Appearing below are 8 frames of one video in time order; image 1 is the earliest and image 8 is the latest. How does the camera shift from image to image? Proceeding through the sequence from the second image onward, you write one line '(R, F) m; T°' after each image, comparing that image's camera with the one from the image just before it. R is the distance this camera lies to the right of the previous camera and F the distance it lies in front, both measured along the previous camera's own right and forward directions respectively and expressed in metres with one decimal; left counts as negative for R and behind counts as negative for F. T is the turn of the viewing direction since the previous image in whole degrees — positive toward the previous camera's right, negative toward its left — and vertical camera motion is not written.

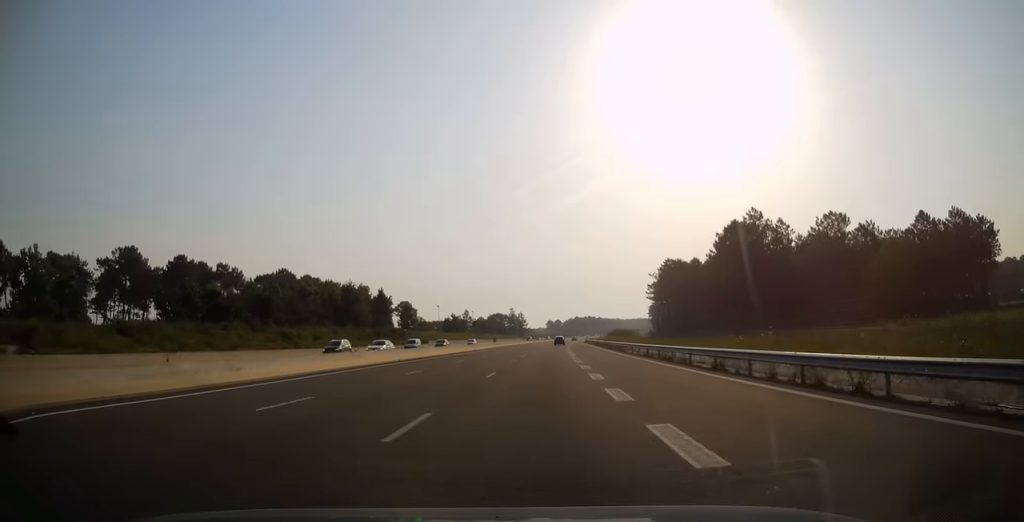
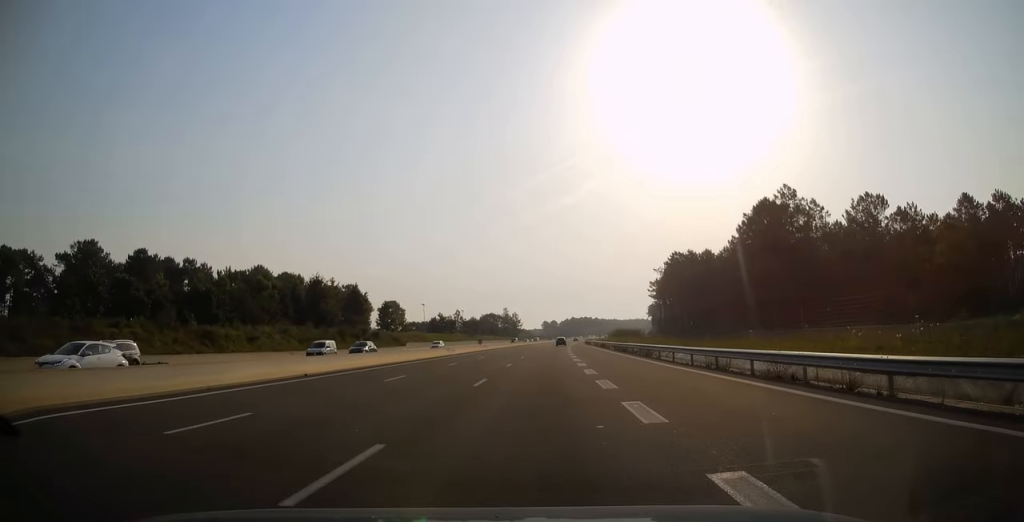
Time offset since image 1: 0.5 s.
(+0.2, +16.3) m; 0°
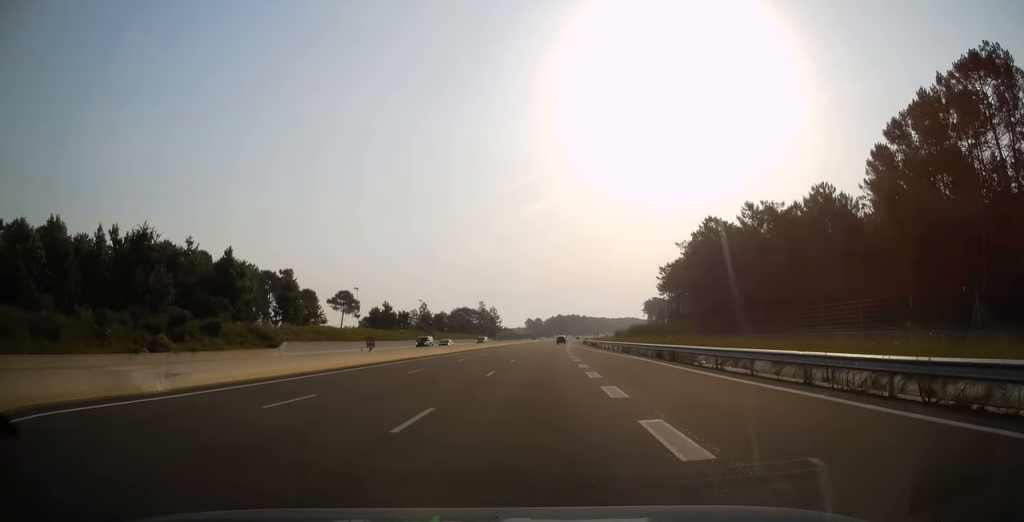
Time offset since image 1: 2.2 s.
(+0.6, +48.3) m; +2°
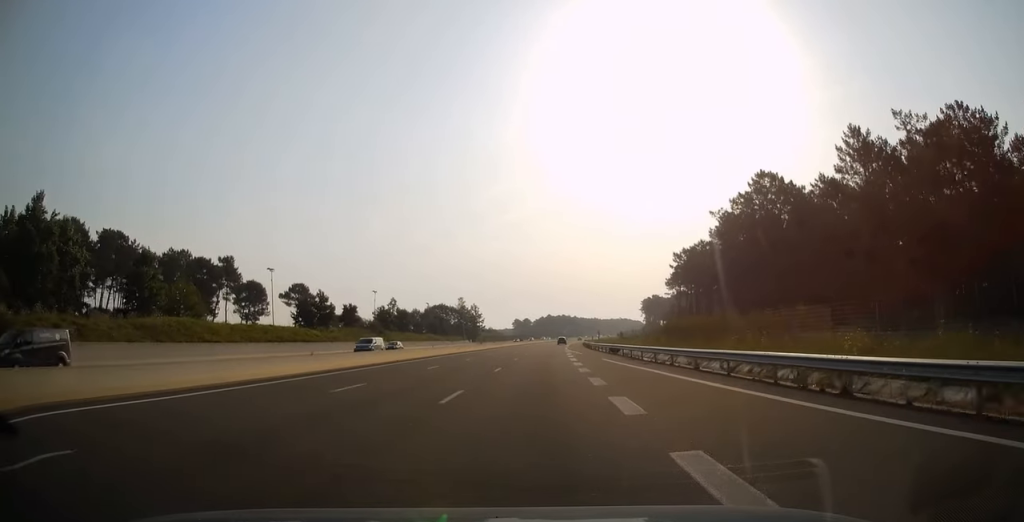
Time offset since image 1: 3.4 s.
(+0.3, +34.9) m; +1°
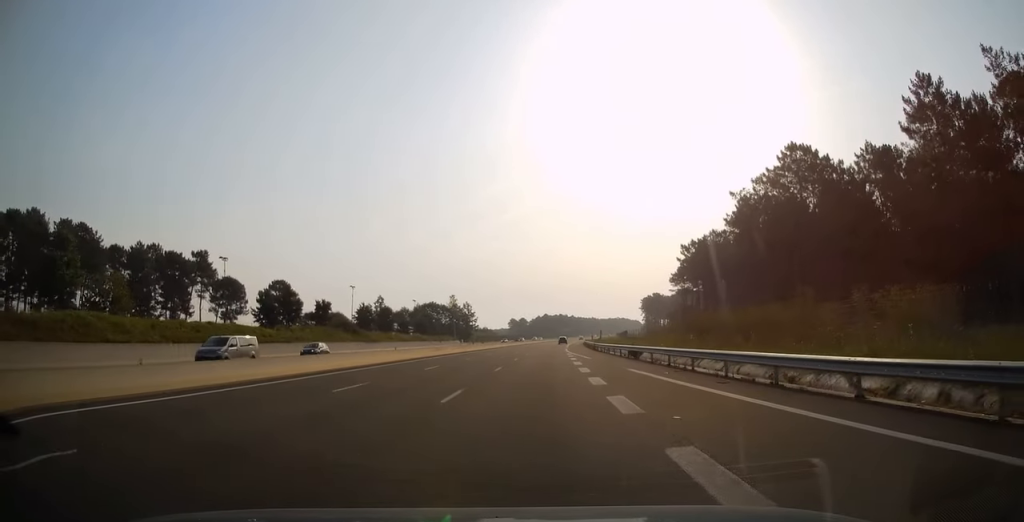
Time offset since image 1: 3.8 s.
(-0.1, +12.8) m; 0°
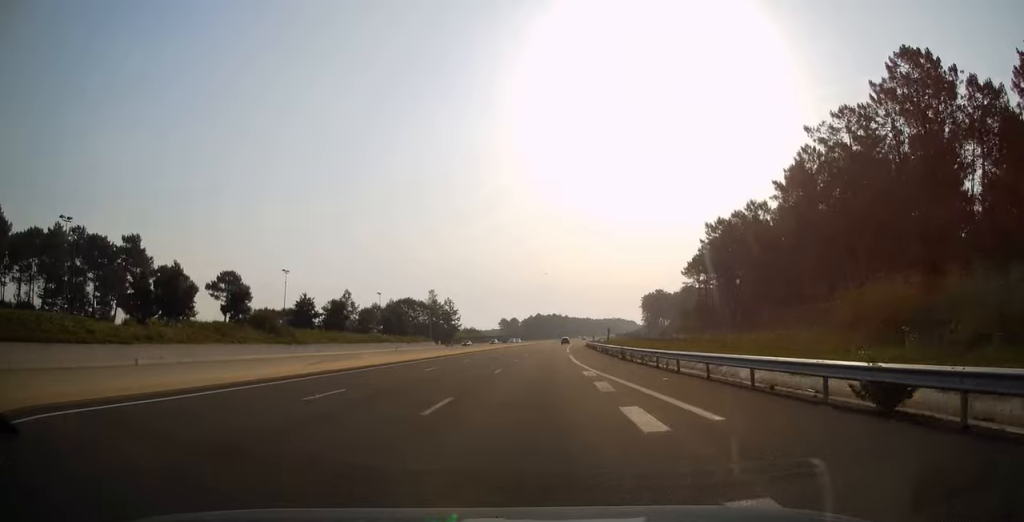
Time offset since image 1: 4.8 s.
(+0.4, +28.0) m; 0°
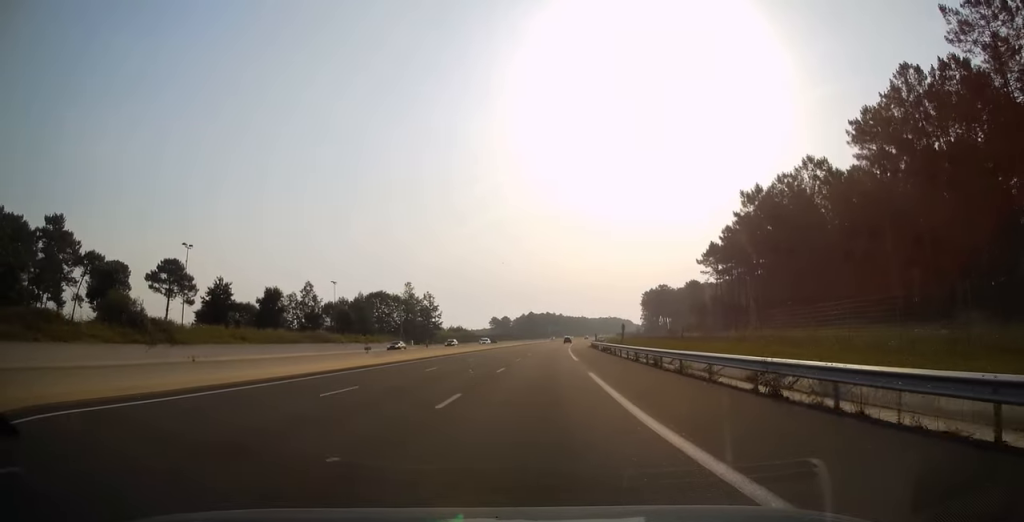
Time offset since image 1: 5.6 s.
(-0.3, +25.1) m; +1°
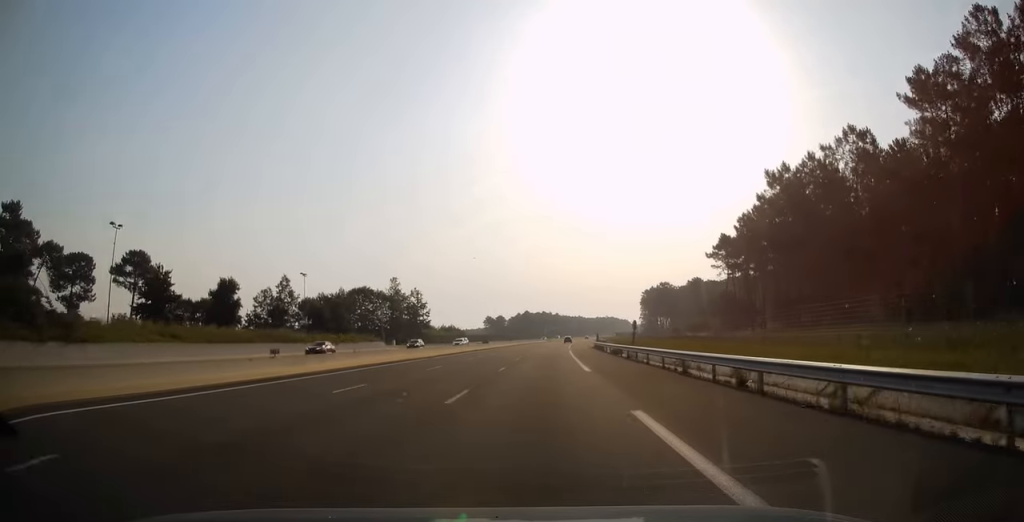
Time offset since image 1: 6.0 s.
(+0.1, +12.3) m; +1°
